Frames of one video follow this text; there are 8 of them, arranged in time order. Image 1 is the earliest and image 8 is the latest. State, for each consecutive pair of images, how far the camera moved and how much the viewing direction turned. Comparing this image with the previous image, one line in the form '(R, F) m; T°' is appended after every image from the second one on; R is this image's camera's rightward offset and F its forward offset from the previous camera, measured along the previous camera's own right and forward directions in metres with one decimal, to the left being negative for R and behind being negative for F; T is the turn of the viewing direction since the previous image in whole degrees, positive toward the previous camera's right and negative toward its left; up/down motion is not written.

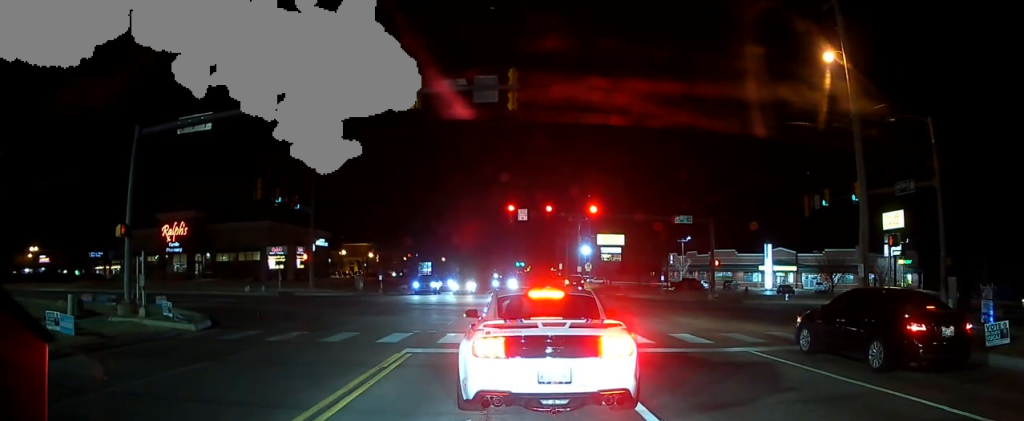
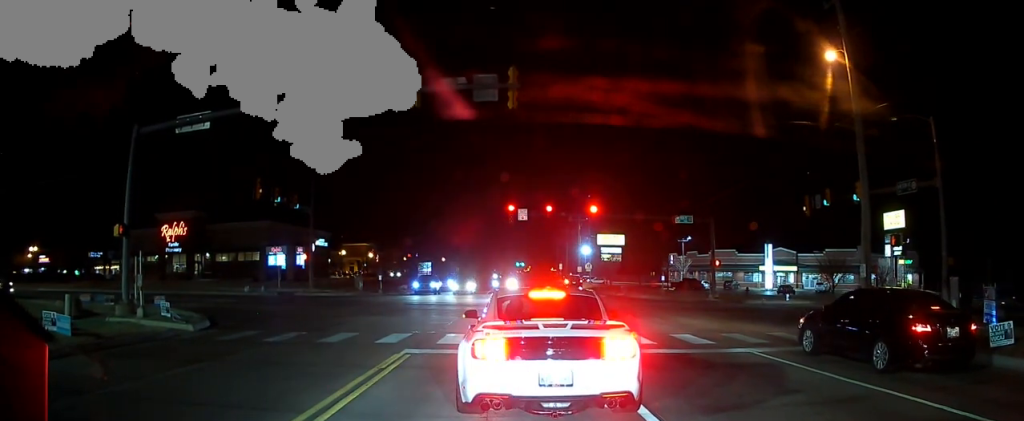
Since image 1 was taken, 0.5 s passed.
(0.0, 0.0) m; 0°
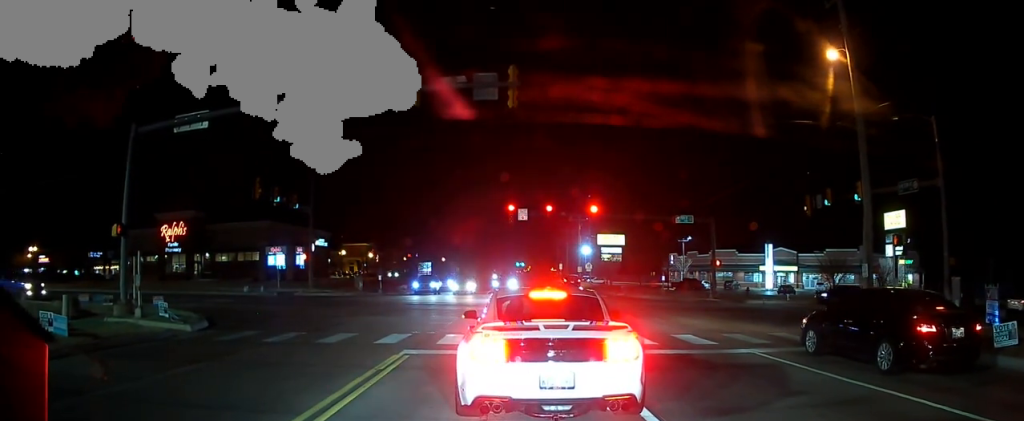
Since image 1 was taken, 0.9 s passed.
(0.0, 0.0) m; 0°
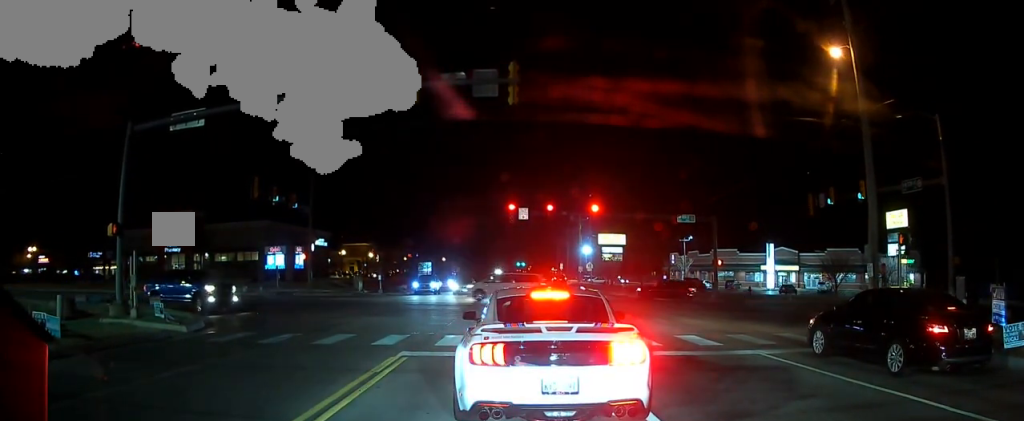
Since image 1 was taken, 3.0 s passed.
(0.0, 0.0) m; 0°
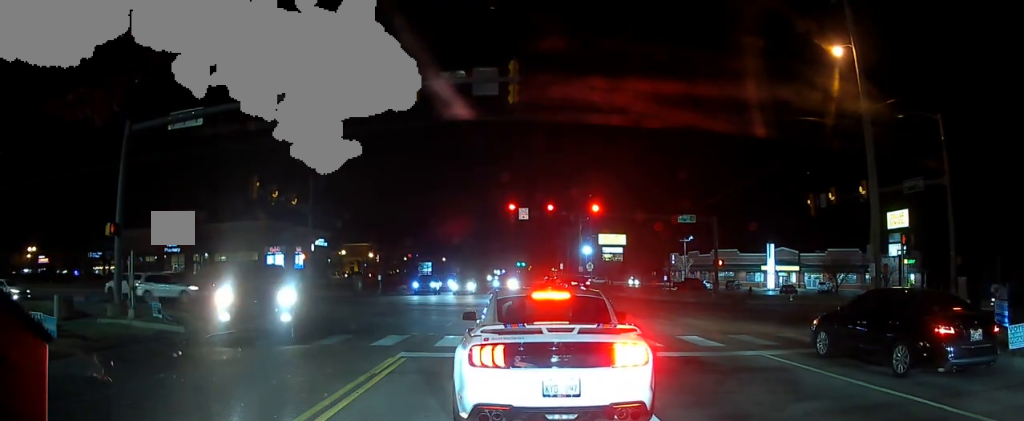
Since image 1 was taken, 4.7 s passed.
(0.0, 0.0) m; 0°
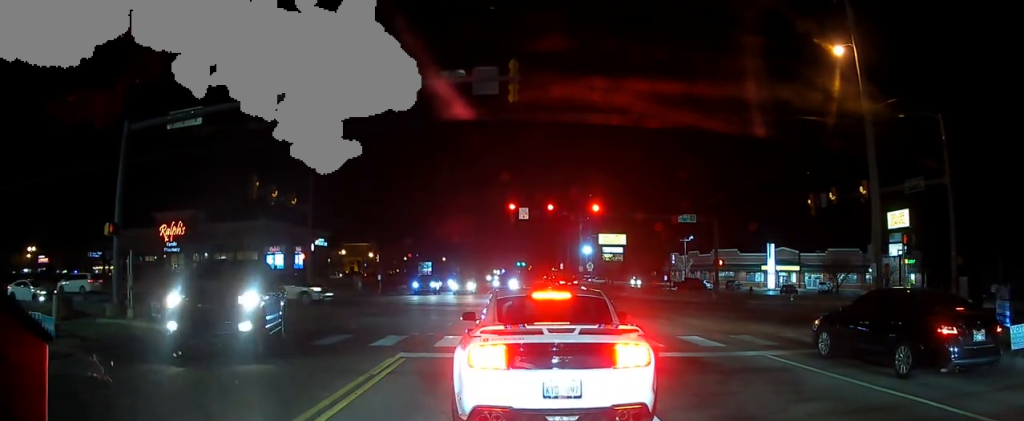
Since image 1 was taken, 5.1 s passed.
(0.0, 0.0) m; 0°
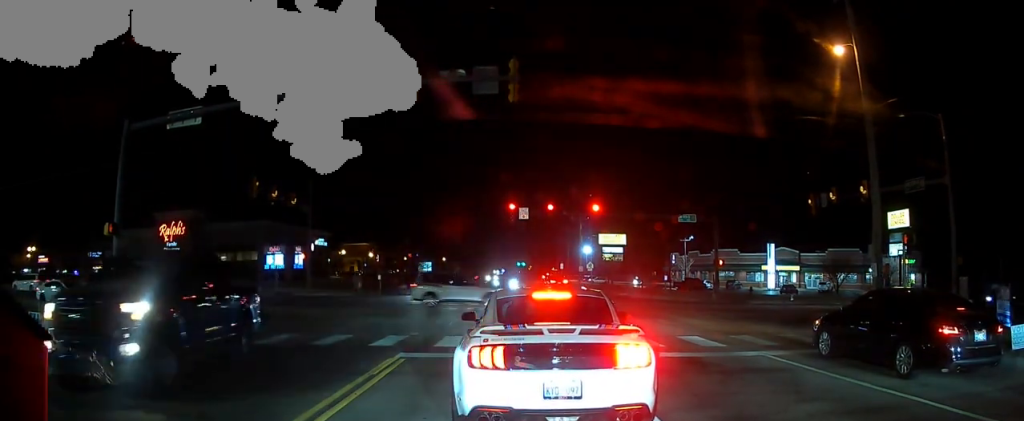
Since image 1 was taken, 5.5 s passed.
(0.0, 0.0) m; 0°
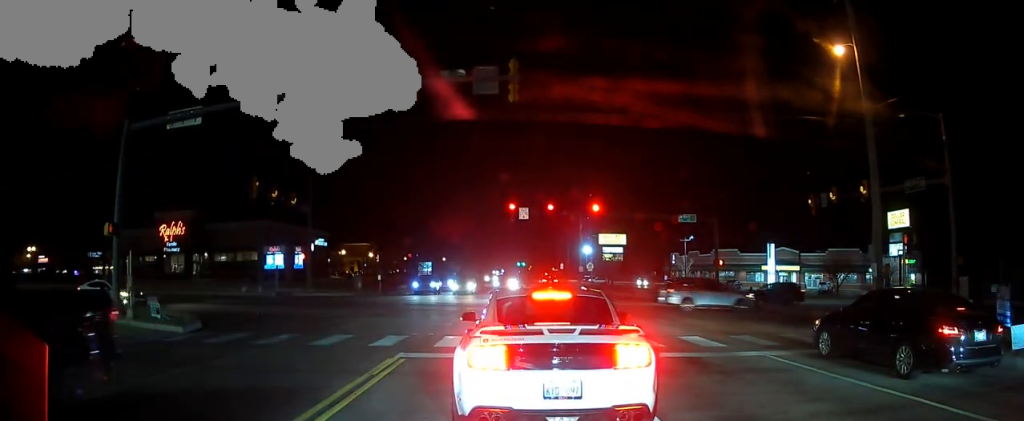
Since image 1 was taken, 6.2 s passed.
(0.0, 0.0) m; 0°
